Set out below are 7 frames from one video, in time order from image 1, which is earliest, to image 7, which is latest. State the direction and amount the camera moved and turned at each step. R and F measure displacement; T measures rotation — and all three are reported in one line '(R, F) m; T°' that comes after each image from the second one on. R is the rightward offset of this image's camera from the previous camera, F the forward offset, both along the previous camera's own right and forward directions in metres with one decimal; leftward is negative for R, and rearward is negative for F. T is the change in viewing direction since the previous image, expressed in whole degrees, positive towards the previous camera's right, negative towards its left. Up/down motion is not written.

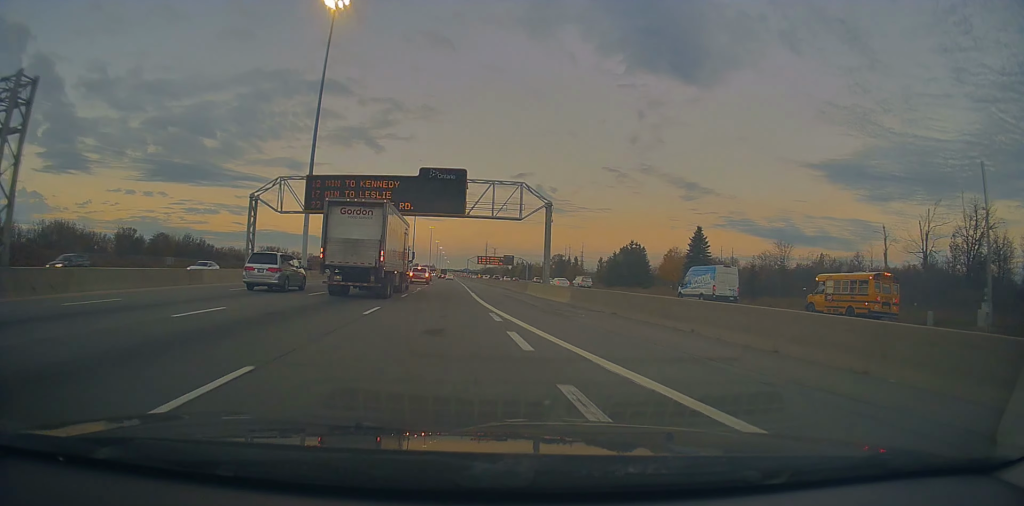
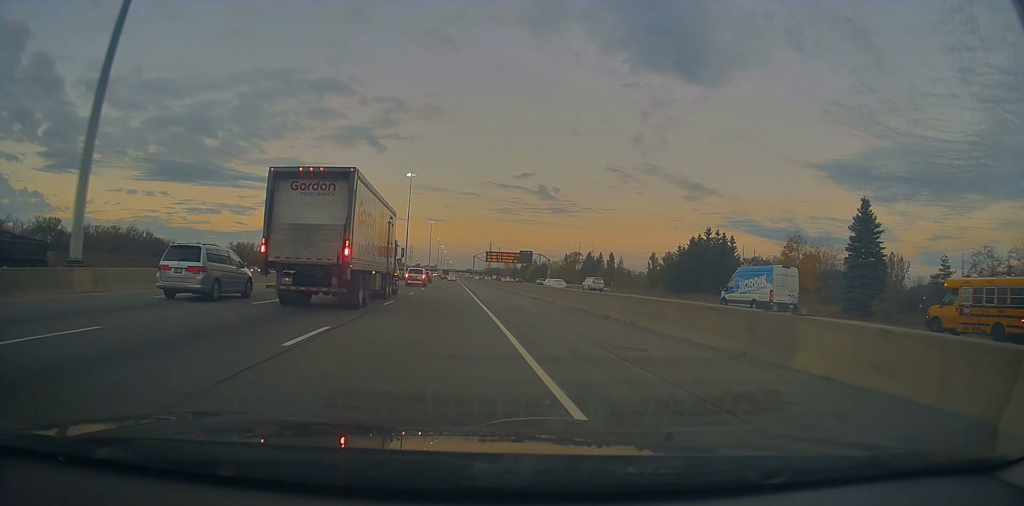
(-0.5, +43.0) m; -1°
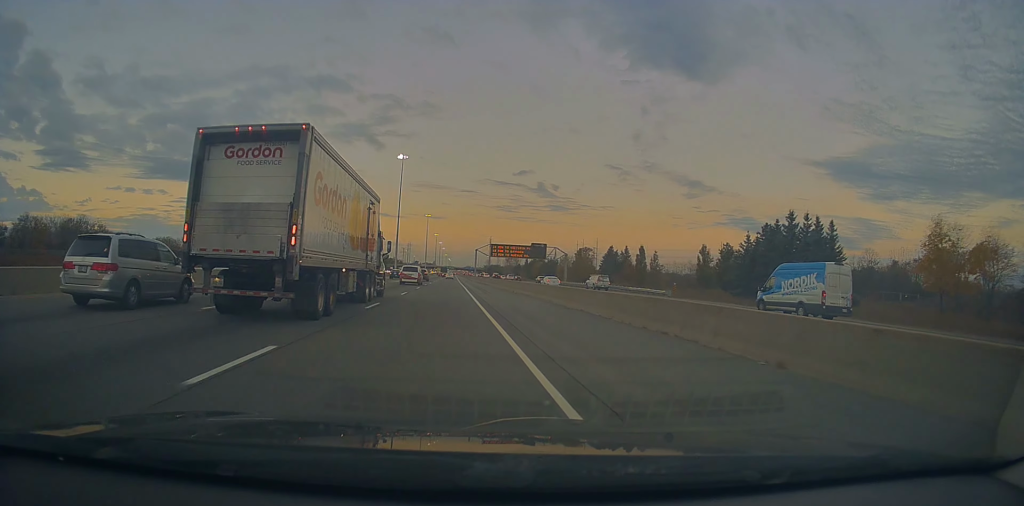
(0.0, +27.4) m; 0°
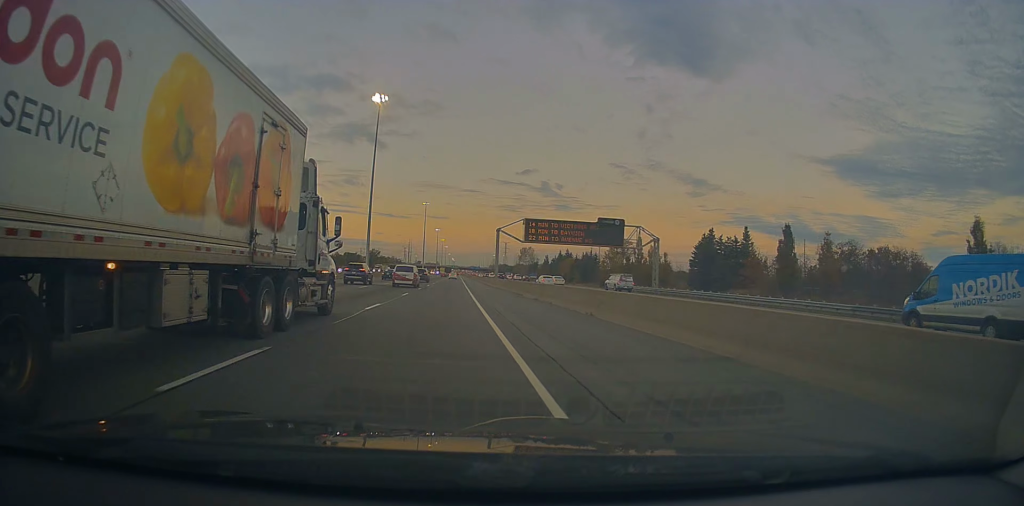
(0.0, +60.5) m; 0°
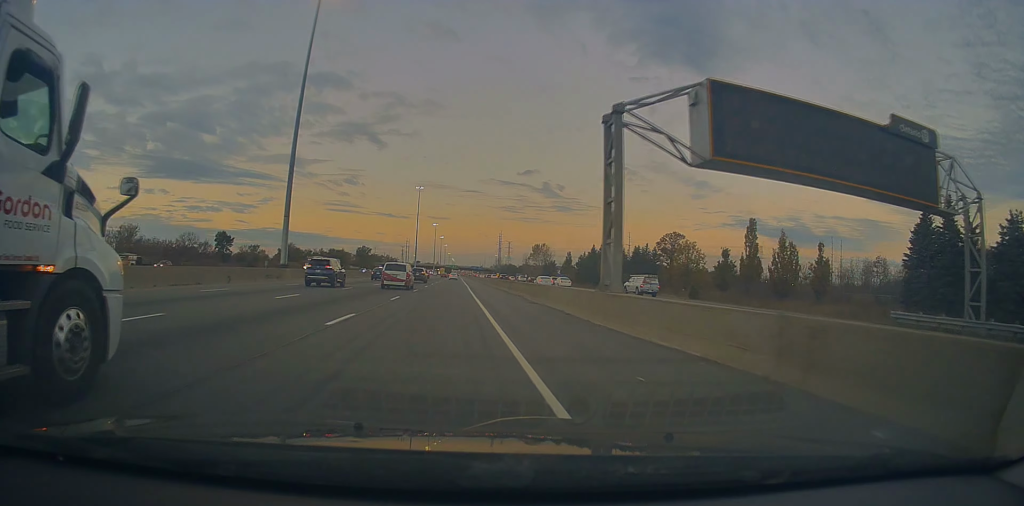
(-0.2, +54.0) m; -1°
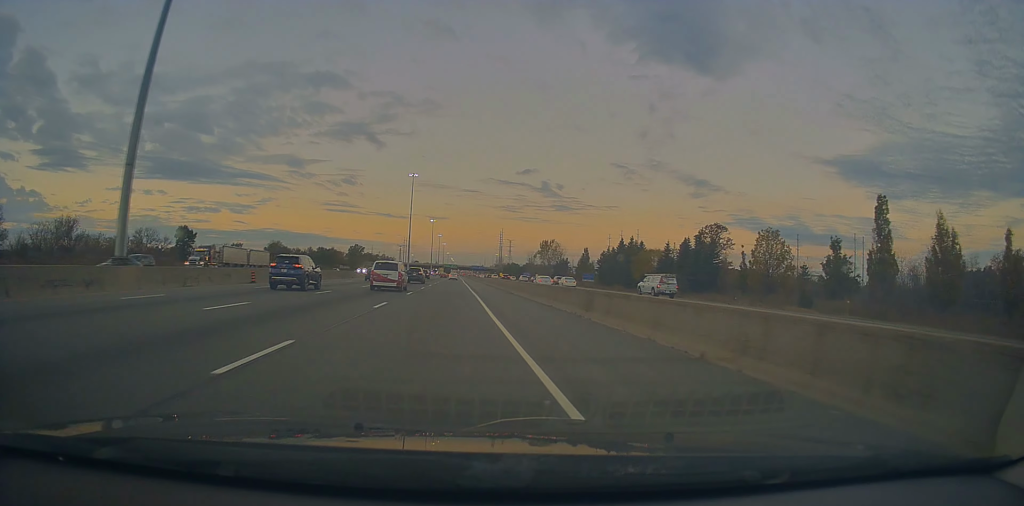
(-0.5, +30.0) m; 0°
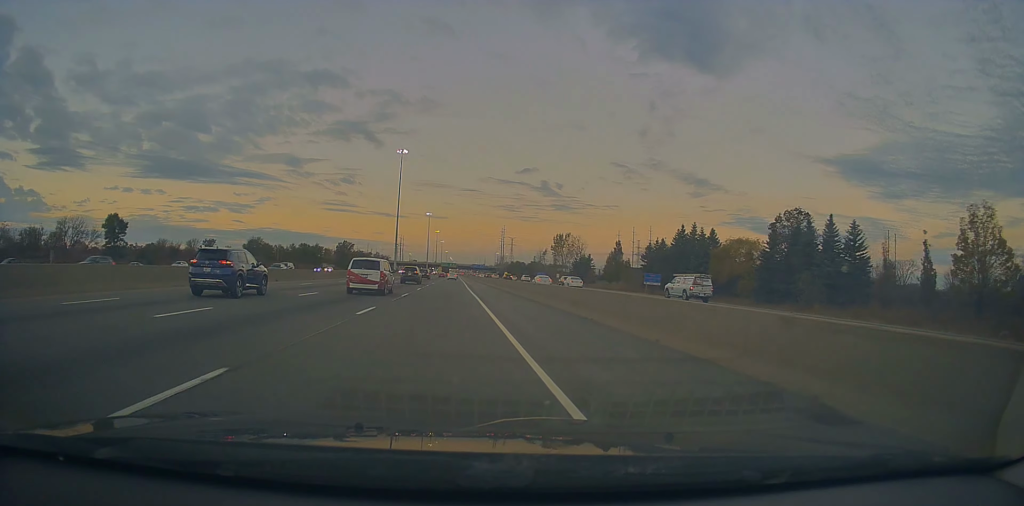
(+0.7, +39.2) m; +1°
